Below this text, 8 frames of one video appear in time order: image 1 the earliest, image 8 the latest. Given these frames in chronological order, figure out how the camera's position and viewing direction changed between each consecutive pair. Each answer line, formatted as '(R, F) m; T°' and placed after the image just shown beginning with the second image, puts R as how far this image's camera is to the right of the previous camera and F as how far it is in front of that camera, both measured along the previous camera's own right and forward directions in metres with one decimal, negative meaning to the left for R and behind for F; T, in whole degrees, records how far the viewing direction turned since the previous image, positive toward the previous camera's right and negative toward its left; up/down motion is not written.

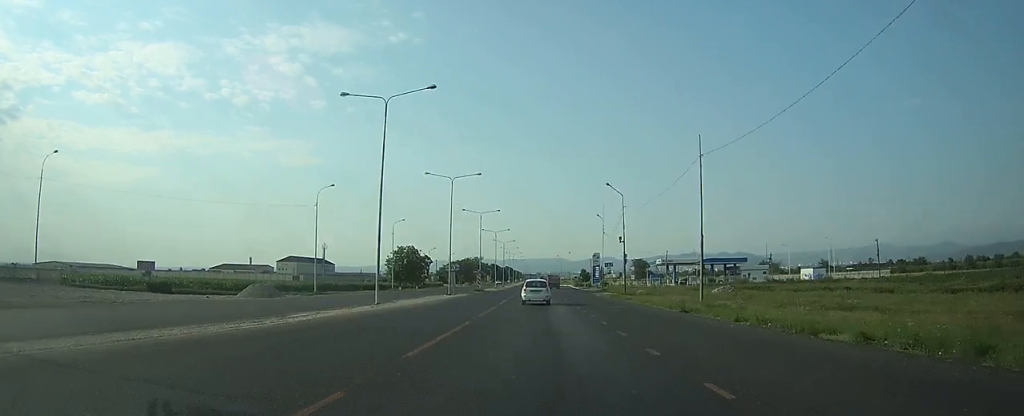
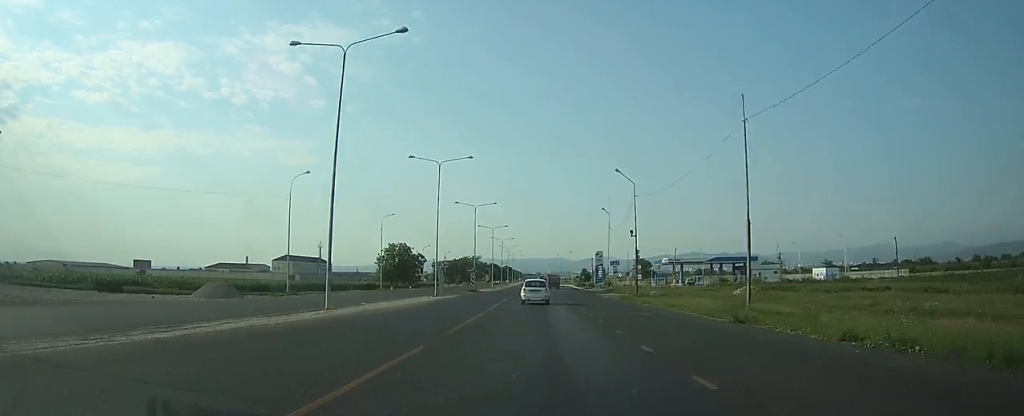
(0.0, +7.4) m; 0°
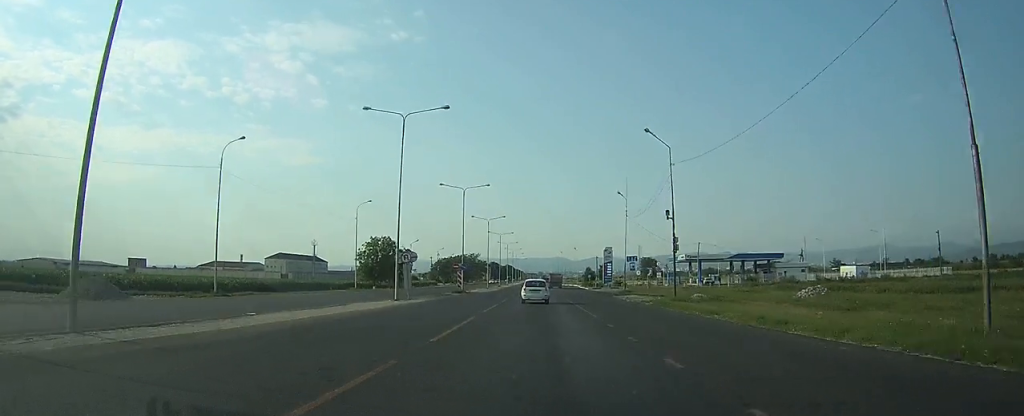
(0.0, +14.2) m; 0°
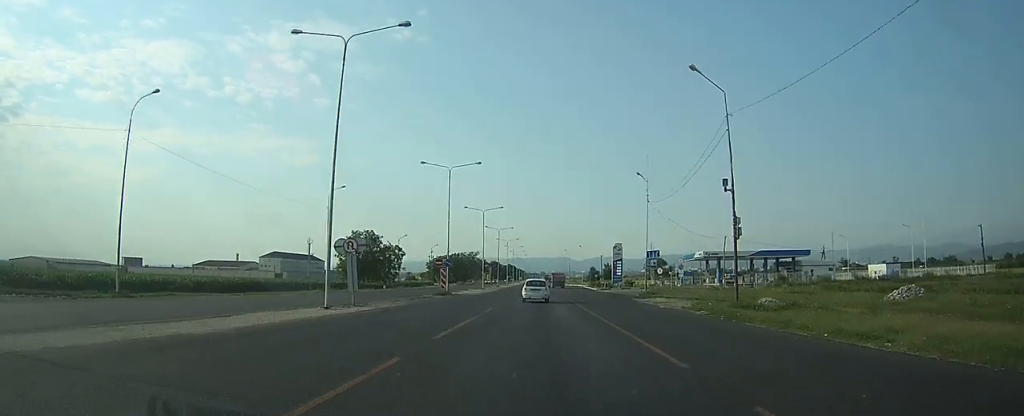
(0.0, +11.9) m; 0°
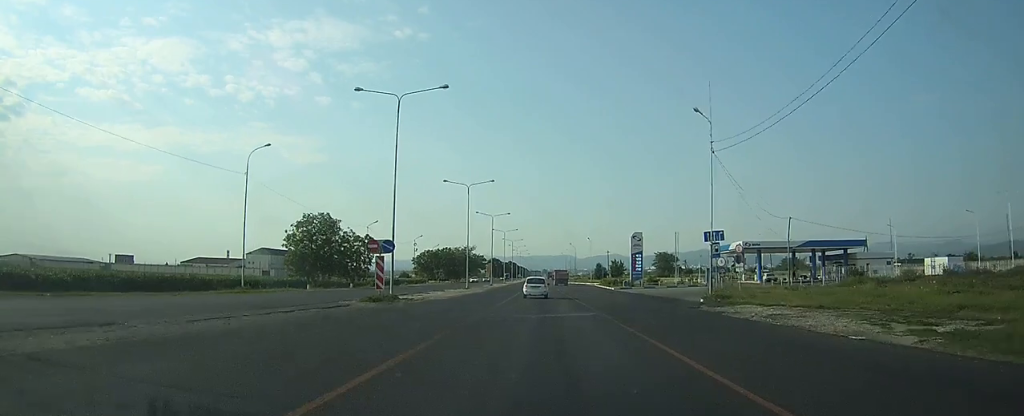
(-0.2, +20.4) m; -1°
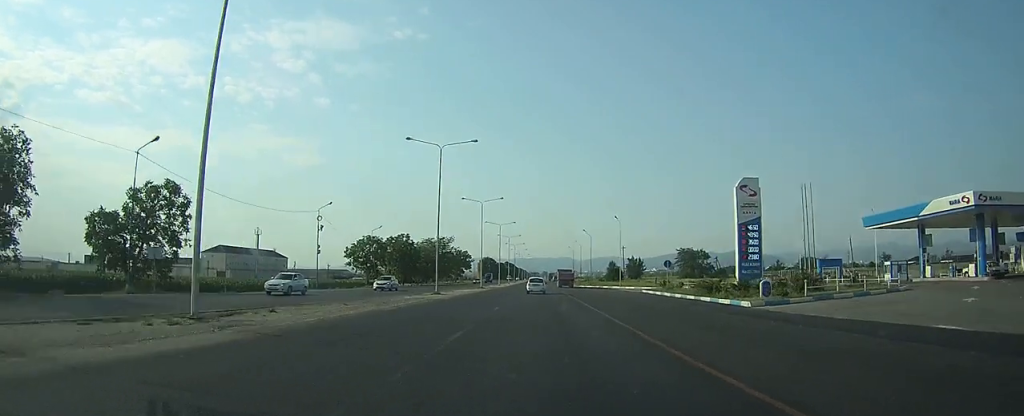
(-0.2, +50.7) m; 0°
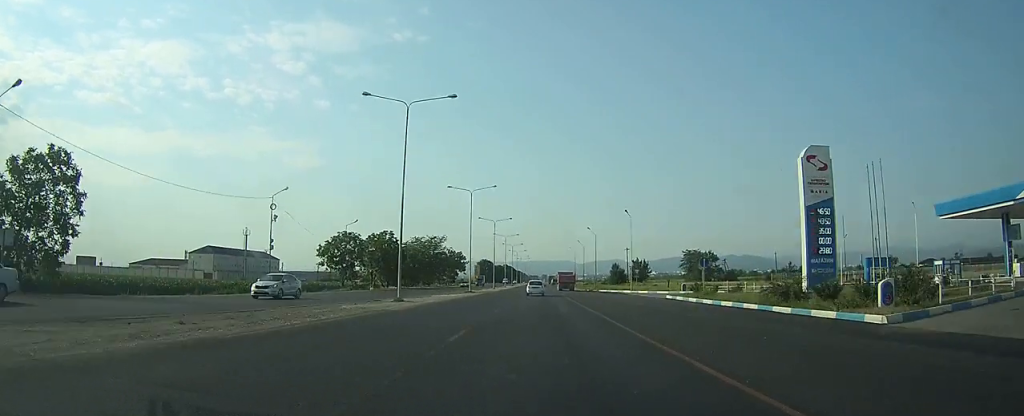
(0.0, +11.6) m; 0°
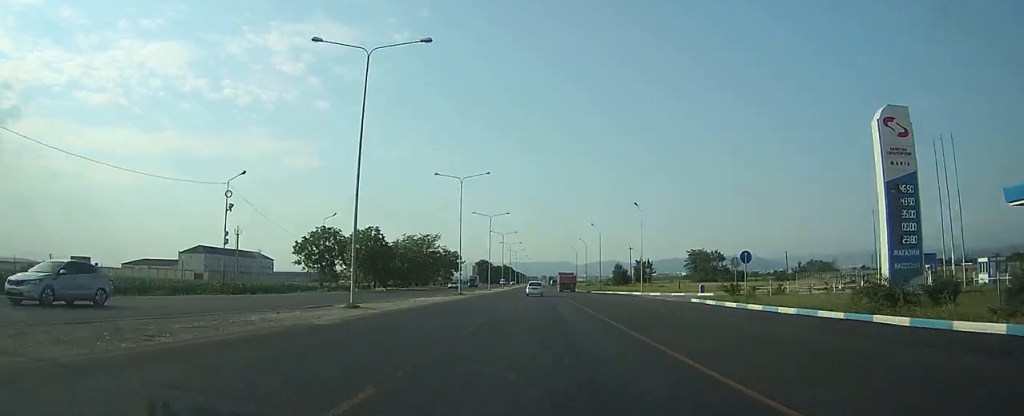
(0.0, +8.2) m; 0°
